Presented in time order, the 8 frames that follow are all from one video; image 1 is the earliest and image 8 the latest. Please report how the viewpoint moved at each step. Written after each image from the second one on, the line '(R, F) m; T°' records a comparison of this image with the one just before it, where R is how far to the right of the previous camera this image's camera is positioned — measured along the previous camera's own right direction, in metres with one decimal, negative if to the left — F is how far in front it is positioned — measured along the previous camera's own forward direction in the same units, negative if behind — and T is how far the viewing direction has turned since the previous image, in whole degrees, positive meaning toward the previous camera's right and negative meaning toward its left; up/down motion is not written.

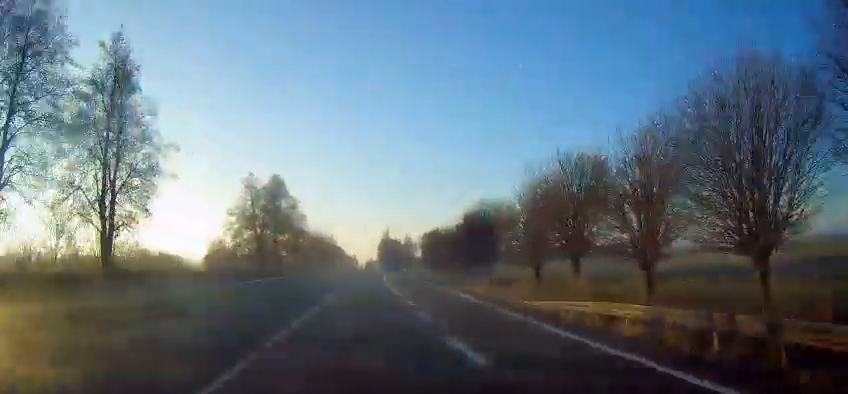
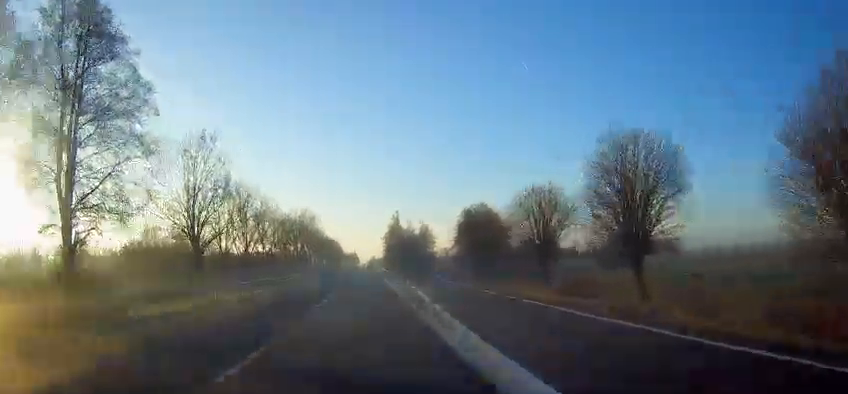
(0.0, +56.4) m; 0°
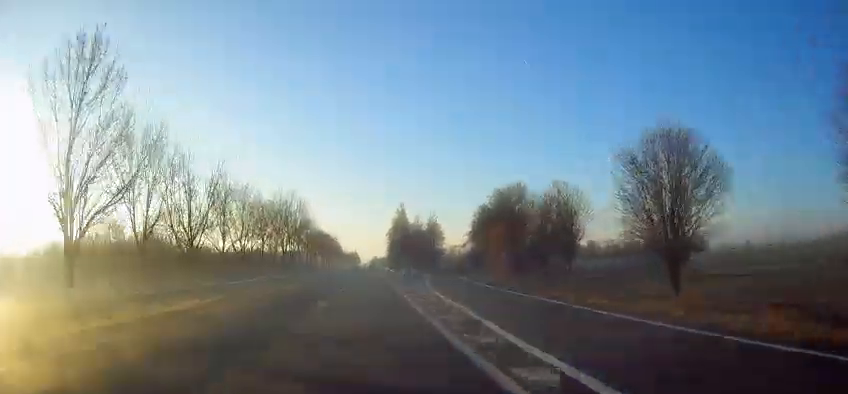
(0.0, +17.7) m; 0°
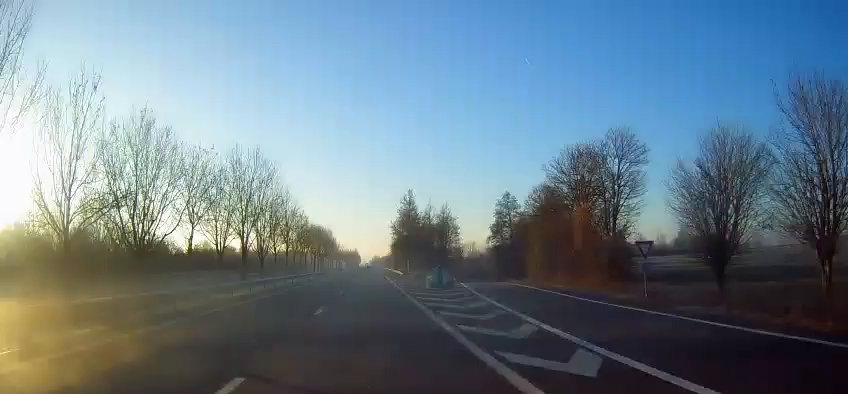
(0.0, +24.5) m; 0°
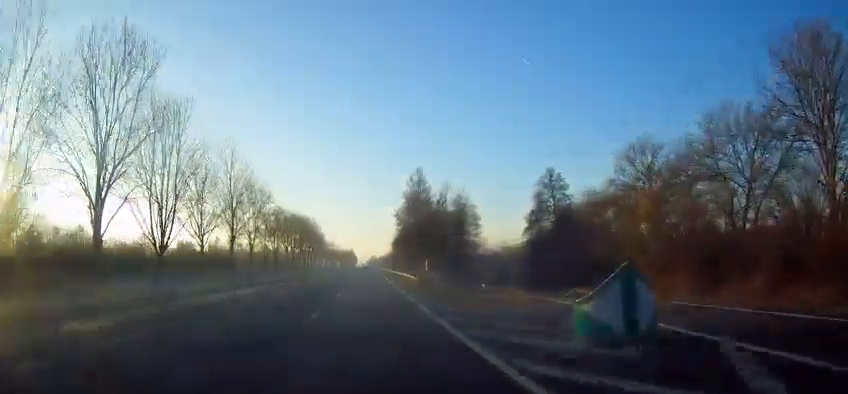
(-0.2, +28.2) m; 0°
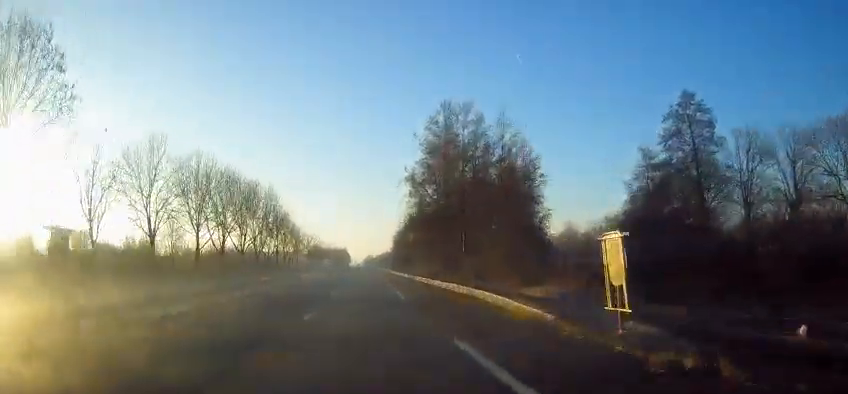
(+0.2, +38.7) m; +1°
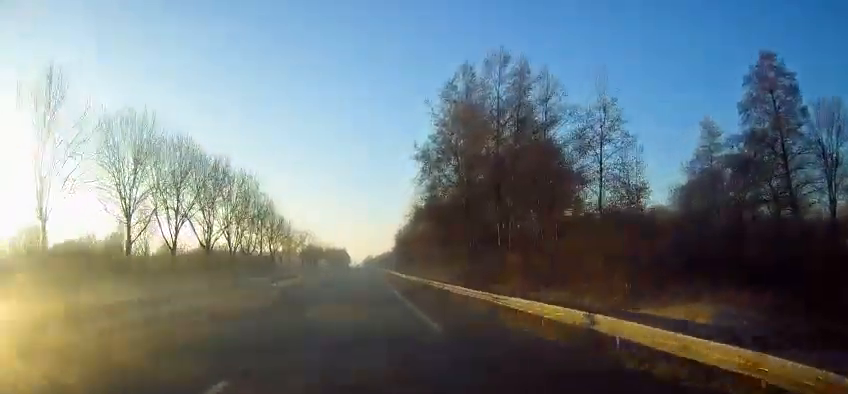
(0.0, +11.6) m; 0°
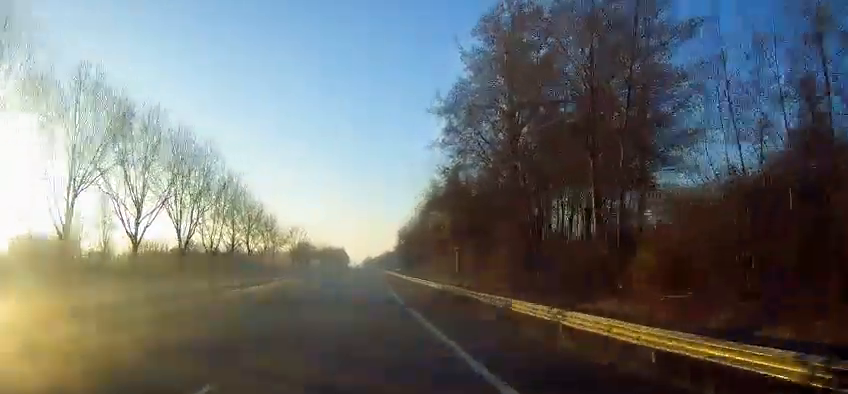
(0.0, +13.5) m; 0°
